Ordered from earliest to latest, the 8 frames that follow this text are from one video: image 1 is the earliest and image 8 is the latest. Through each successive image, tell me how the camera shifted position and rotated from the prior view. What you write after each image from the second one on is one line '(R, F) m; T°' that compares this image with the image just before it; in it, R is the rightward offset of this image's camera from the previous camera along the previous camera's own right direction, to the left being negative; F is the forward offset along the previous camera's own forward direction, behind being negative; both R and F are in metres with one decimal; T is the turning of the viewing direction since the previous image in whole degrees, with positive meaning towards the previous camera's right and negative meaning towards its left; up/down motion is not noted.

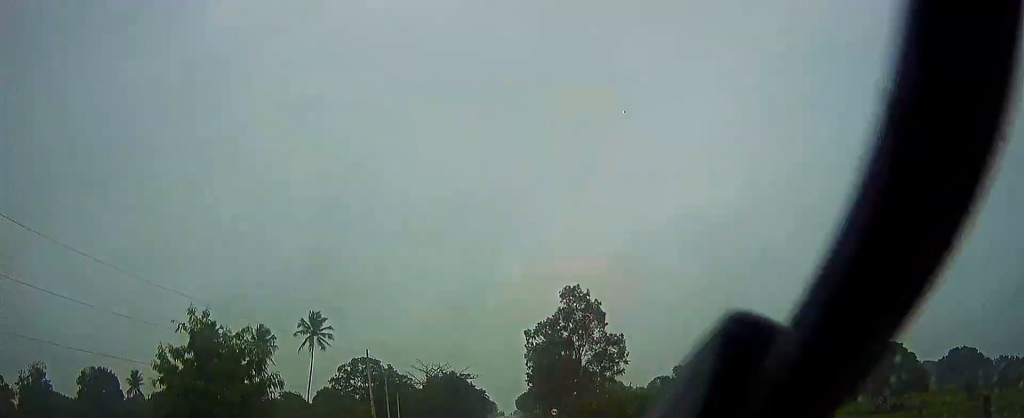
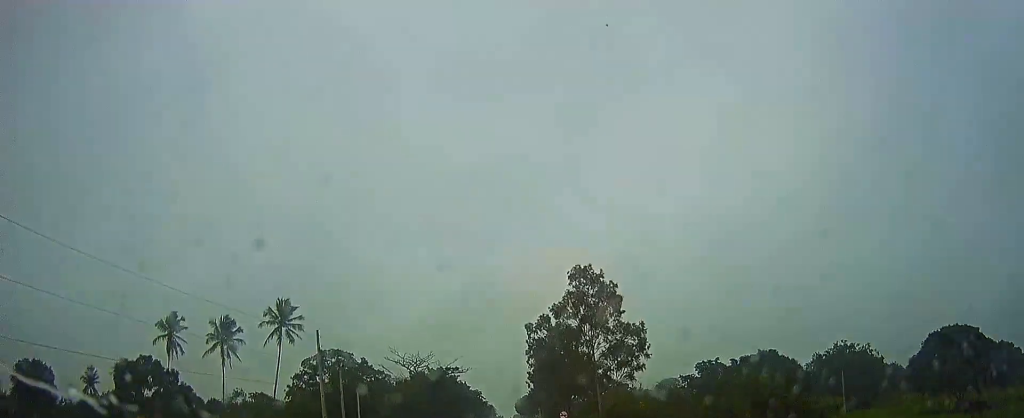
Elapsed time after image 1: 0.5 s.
(+0.3, +14.5) m; 0°
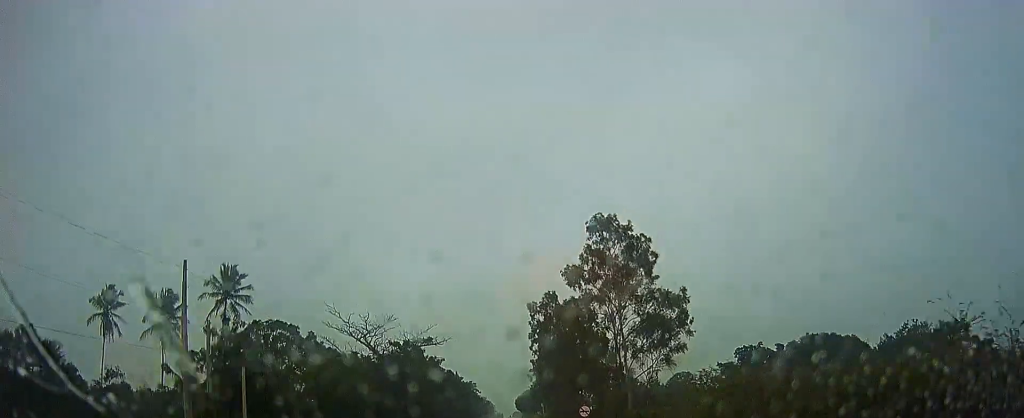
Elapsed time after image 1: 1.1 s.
(-0.3, +18.5) m; 0°
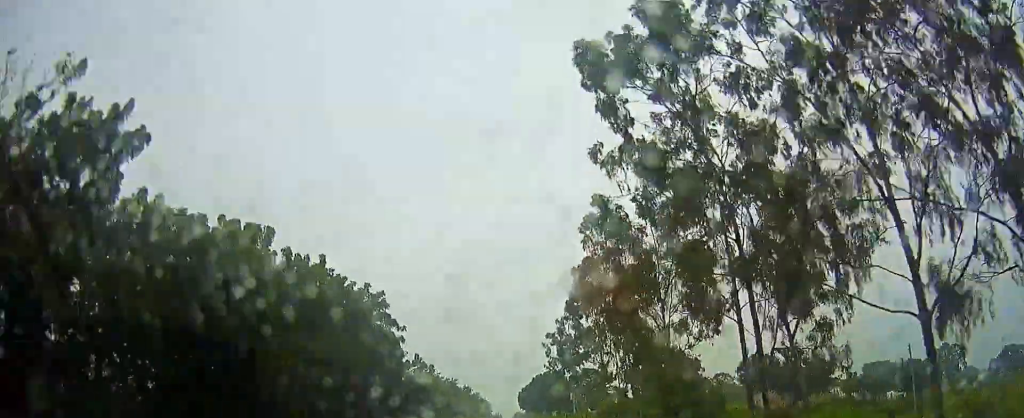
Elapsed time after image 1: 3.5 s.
(-0.4, +70.5) m; +1°
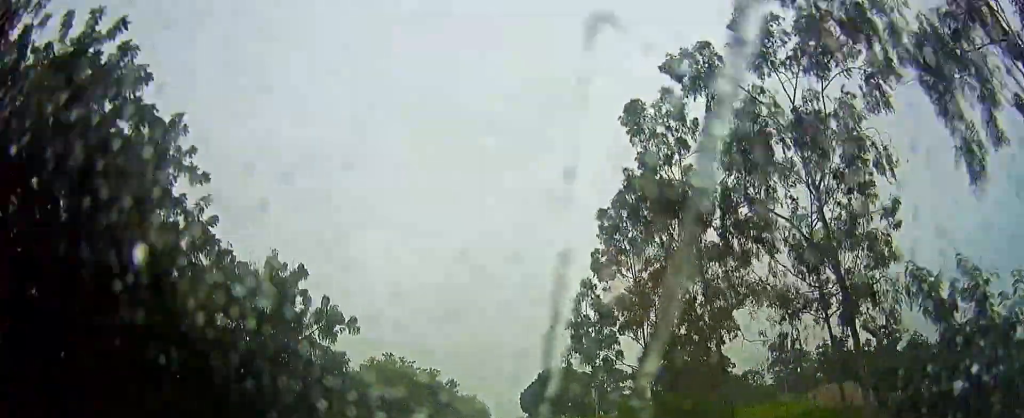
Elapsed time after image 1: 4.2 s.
(+0.7, +20.3) m; +1°
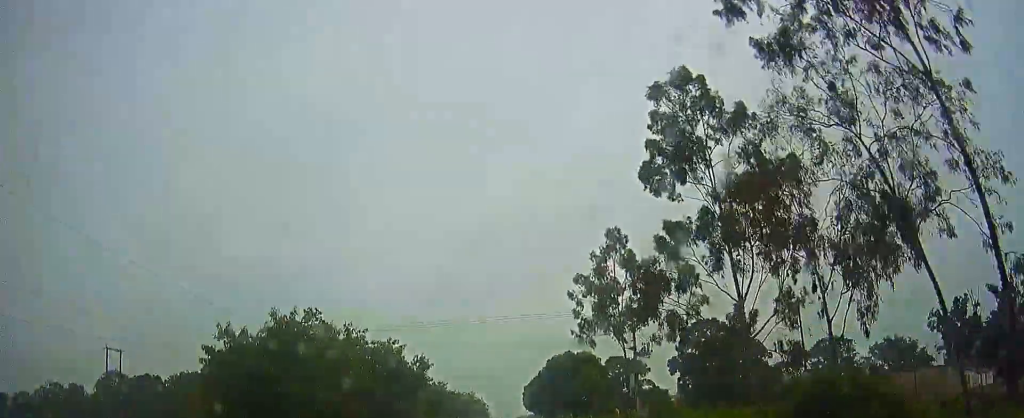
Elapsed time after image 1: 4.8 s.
(+0.1, +18.4) m; 0°
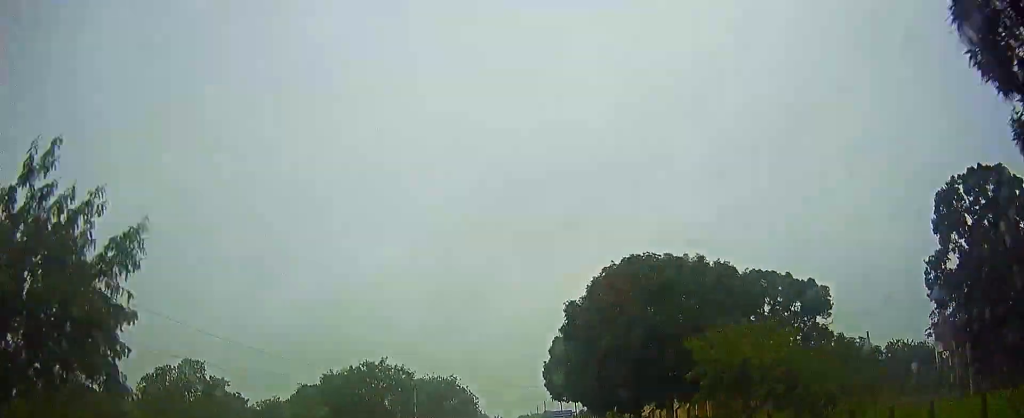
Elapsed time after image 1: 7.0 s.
(-1.7, +70.0) m; -1°
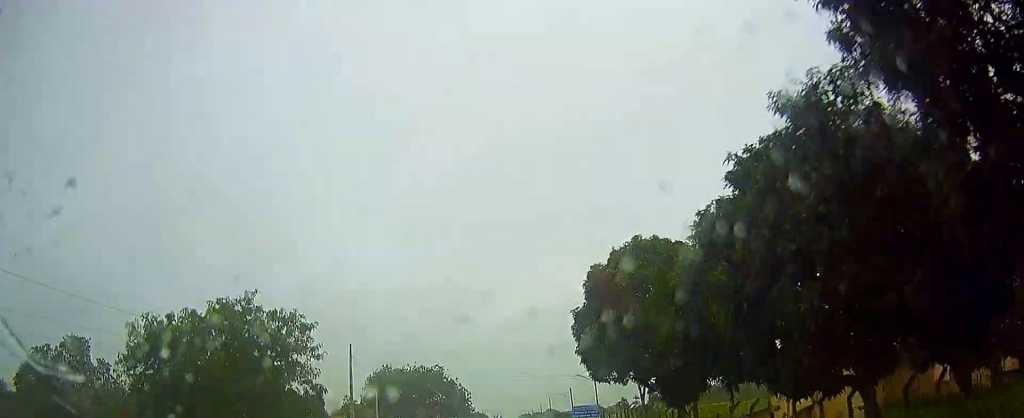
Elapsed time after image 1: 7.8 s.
(+0.1, +24.1) m; 0°
